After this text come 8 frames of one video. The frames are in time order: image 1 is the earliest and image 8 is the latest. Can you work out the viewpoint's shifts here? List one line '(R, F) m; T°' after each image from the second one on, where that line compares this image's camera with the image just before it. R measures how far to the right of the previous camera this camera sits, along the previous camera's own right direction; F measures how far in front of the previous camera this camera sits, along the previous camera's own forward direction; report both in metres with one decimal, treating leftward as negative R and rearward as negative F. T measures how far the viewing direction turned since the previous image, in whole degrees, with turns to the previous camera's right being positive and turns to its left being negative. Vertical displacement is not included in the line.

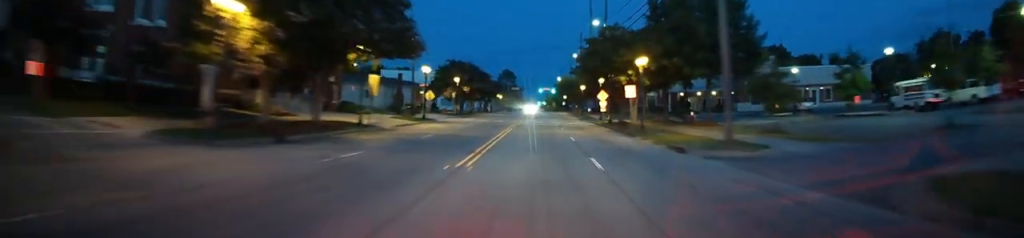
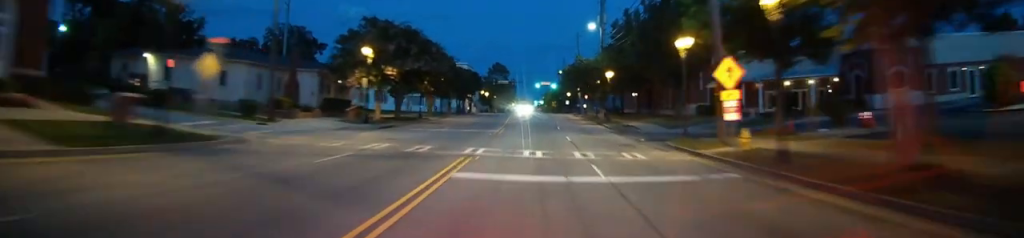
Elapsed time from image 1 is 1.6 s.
(-0.4, +37.7) m; -1°
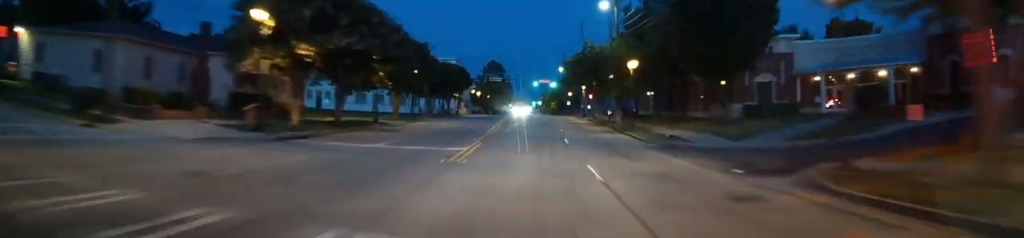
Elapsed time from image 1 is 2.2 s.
(0.0, +13.6) m; 0°
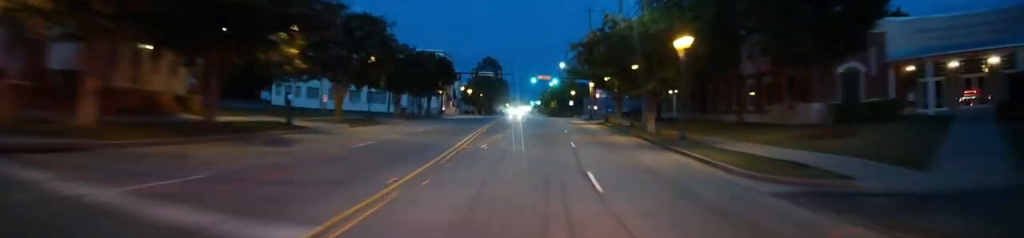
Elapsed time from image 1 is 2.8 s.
(0.0, +14.1) m; 0°
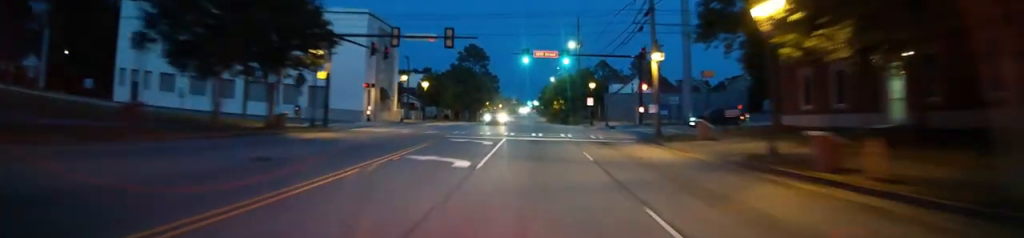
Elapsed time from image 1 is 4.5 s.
(+0.4, +41.9) m; +1°
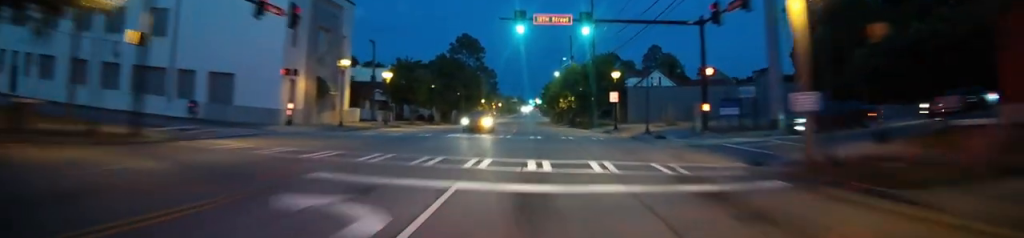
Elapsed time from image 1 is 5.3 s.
(+0.1, +18.2) m; 0°
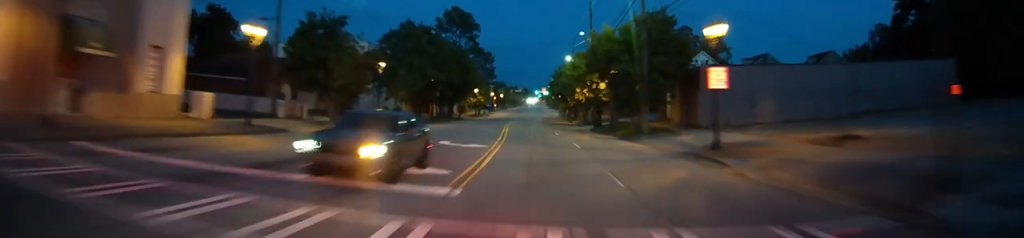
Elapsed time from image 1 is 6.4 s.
(-0.1, +26.1) m; -2°
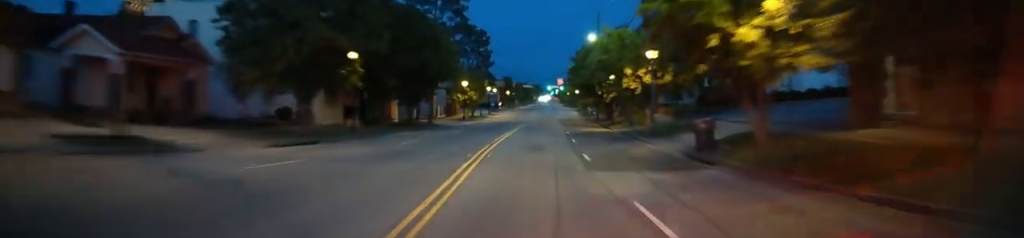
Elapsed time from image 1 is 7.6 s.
(-1.0, +29.9) m; 0°
